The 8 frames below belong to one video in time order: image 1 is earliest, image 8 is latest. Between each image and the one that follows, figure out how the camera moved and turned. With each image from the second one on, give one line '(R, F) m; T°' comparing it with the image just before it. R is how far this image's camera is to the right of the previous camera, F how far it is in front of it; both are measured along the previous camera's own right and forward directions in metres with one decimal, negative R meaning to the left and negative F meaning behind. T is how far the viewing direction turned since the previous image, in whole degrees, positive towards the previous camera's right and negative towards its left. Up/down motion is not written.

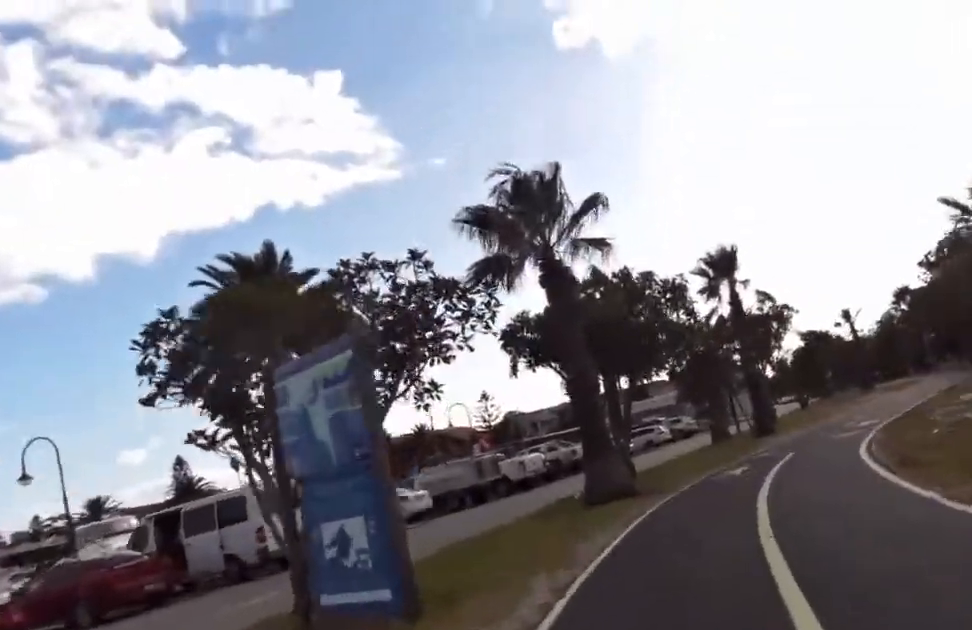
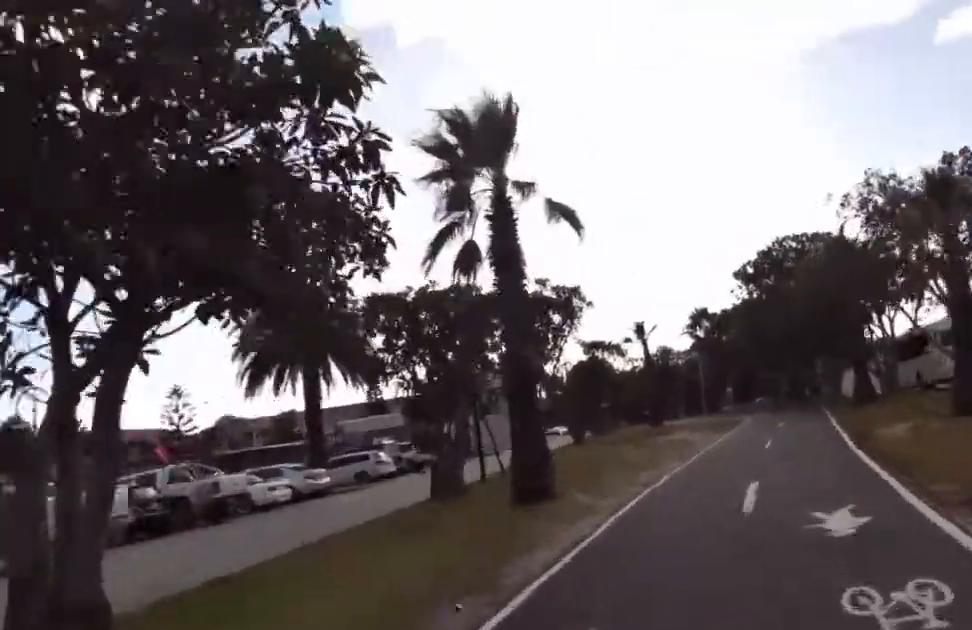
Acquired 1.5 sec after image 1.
(-0.1, +10.6) m; +4°
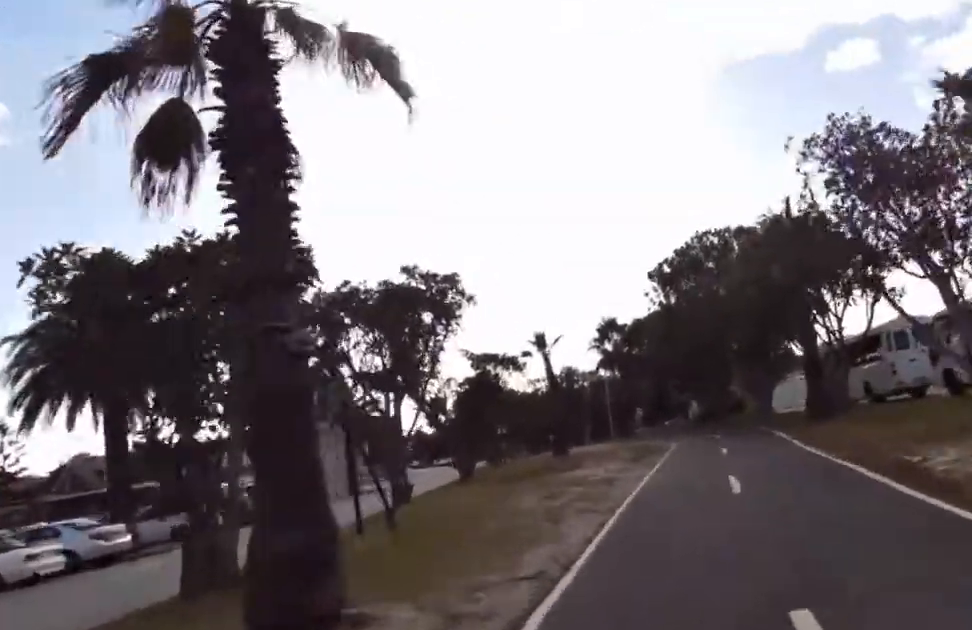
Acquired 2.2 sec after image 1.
(+0.2, +5.1) m; +11°
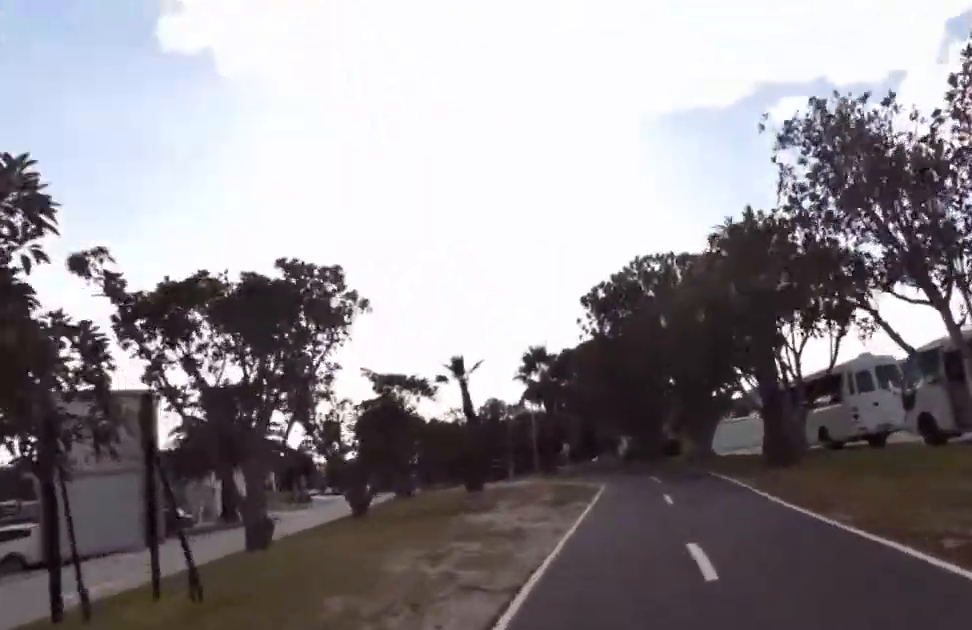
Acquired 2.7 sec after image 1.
(+0.4, +3.4) m; +5°
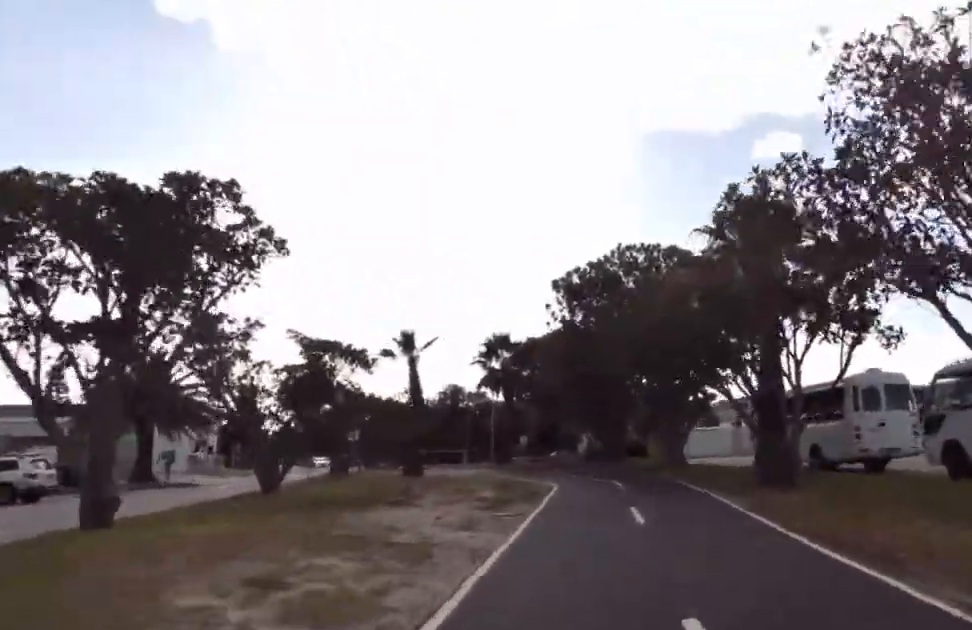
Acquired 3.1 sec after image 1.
(+0.4, +3.2) m; +5°
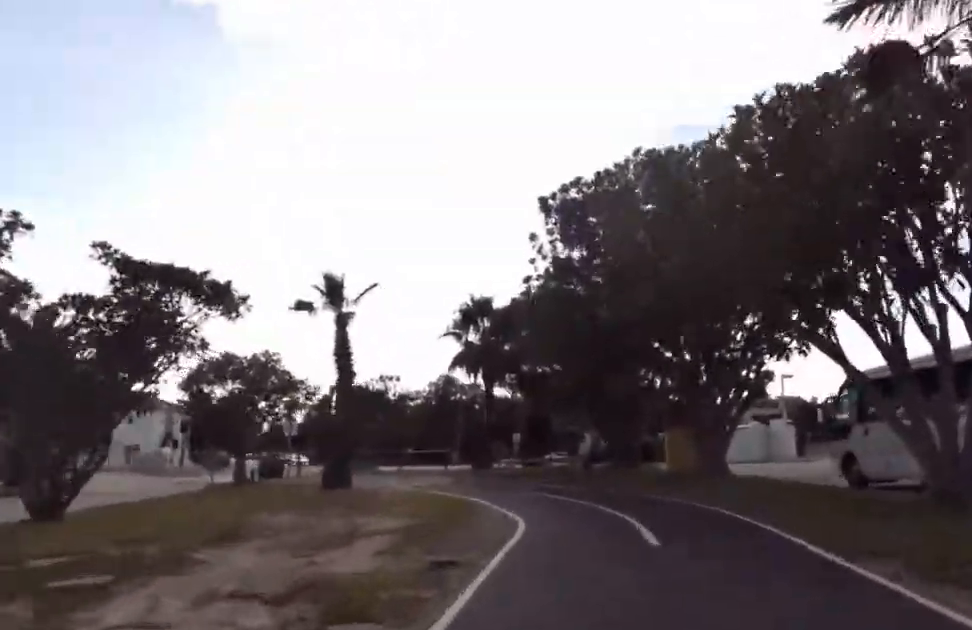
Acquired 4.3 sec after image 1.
(+0.4, +8.9) m; +2°
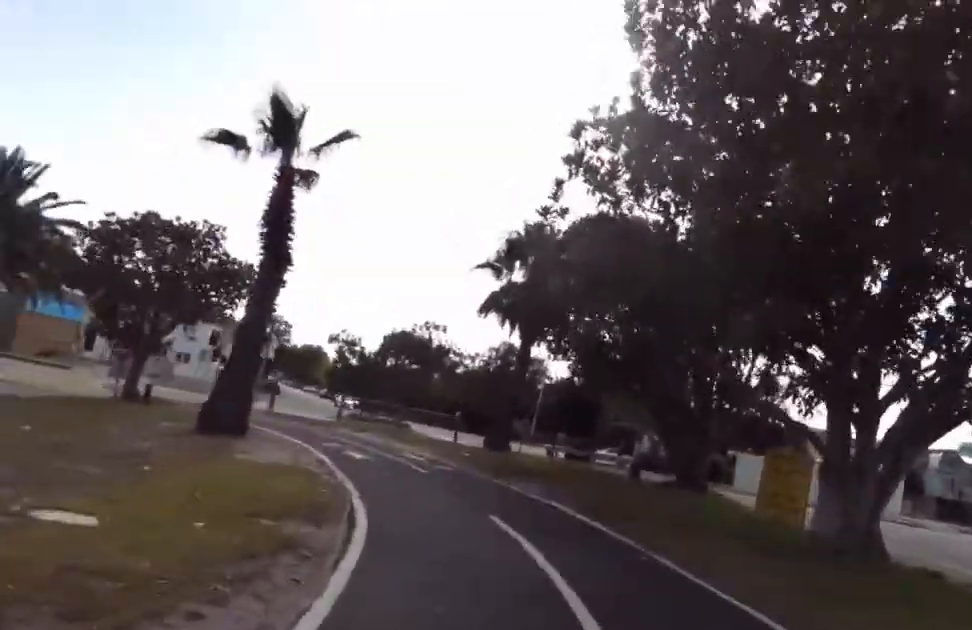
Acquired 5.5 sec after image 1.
(0.0, +8.7) m; -3°
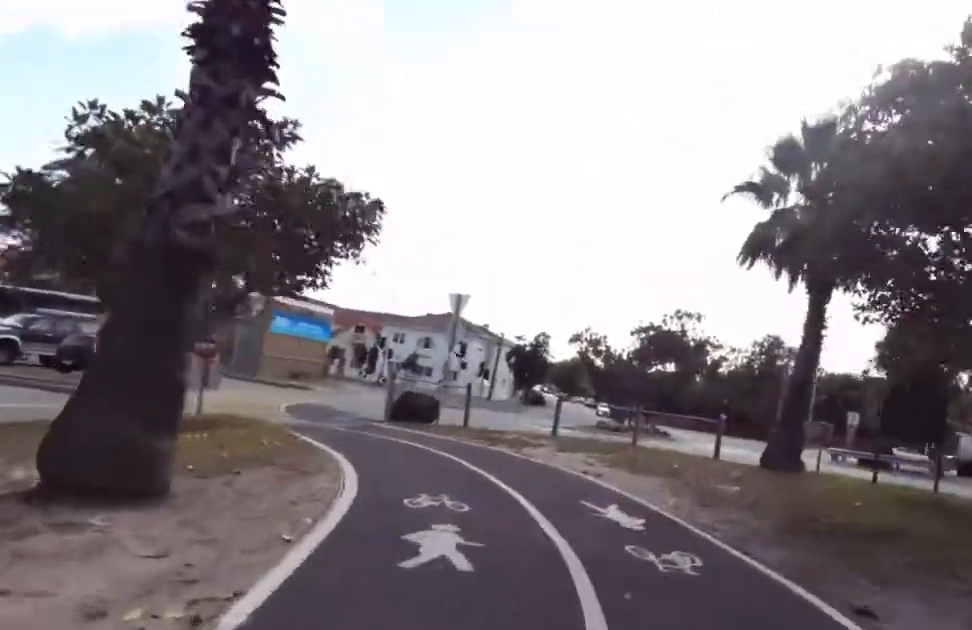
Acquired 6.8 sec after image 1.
(-1.0, +8.8) m; -17°
